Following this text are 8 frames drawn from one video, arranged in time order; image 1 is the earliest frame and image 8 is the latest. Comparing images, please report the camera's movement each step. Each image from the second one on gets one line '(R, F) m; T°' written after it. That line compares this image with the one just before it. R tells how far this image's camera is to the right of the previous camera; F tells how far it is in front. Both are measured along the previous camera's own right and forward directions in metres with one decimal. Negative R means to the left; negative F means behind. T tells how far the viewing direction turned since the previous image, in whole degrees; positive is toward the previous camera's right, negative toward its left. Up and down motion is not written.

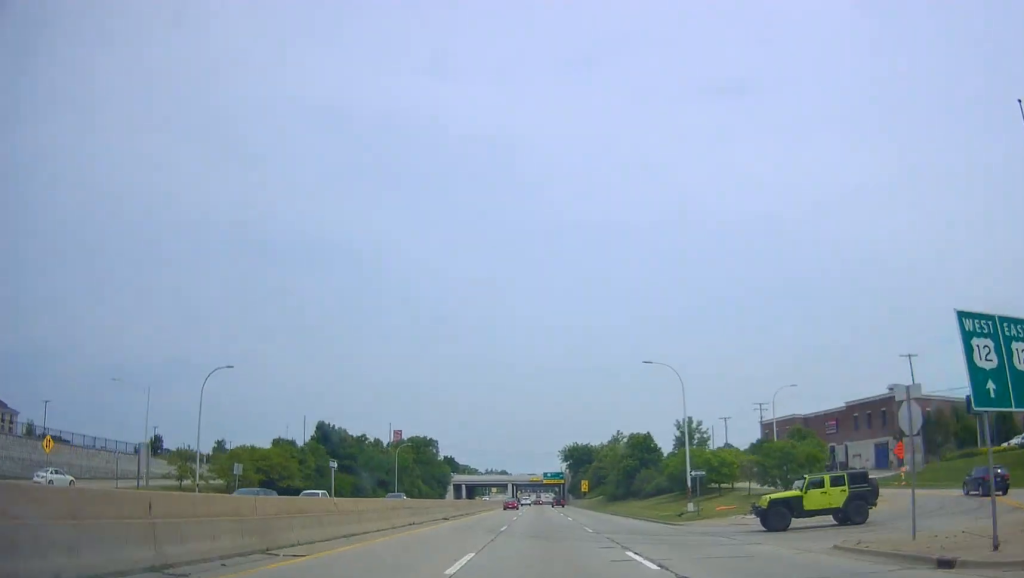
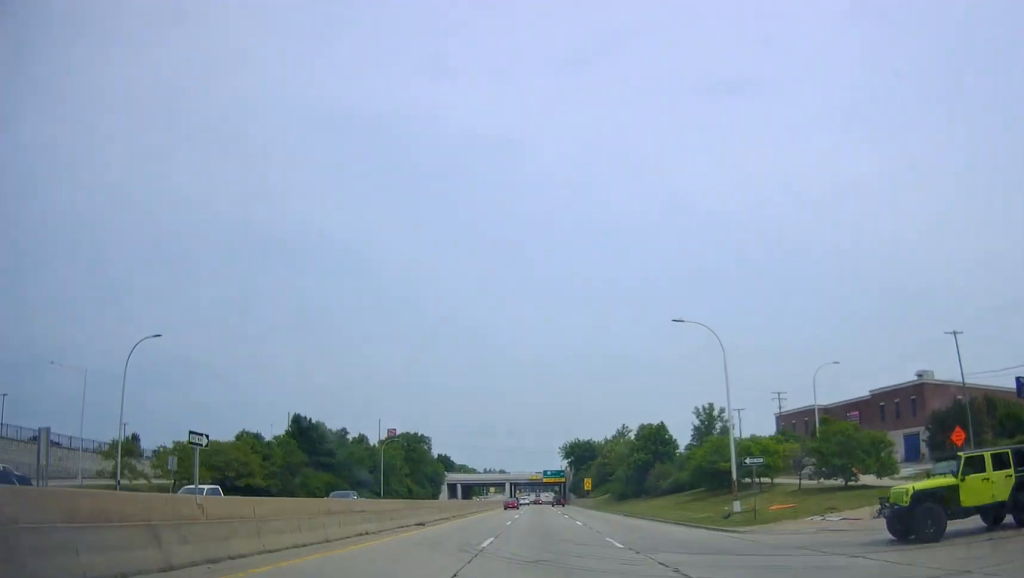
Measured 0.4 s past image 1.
(+0.5, +9.4) m; 0°
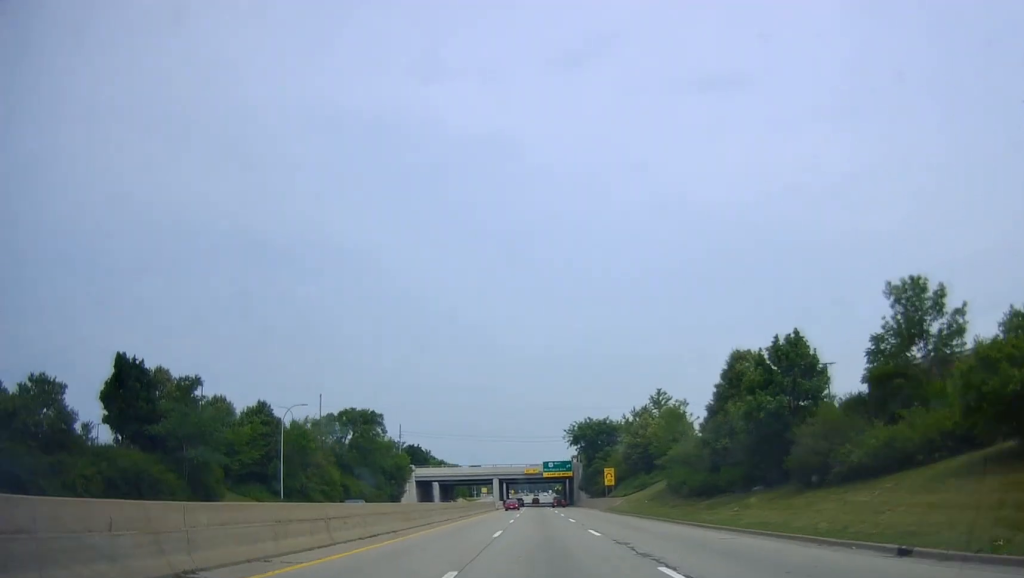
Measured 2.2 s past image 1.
(-1.6, +37.9) m; -2°
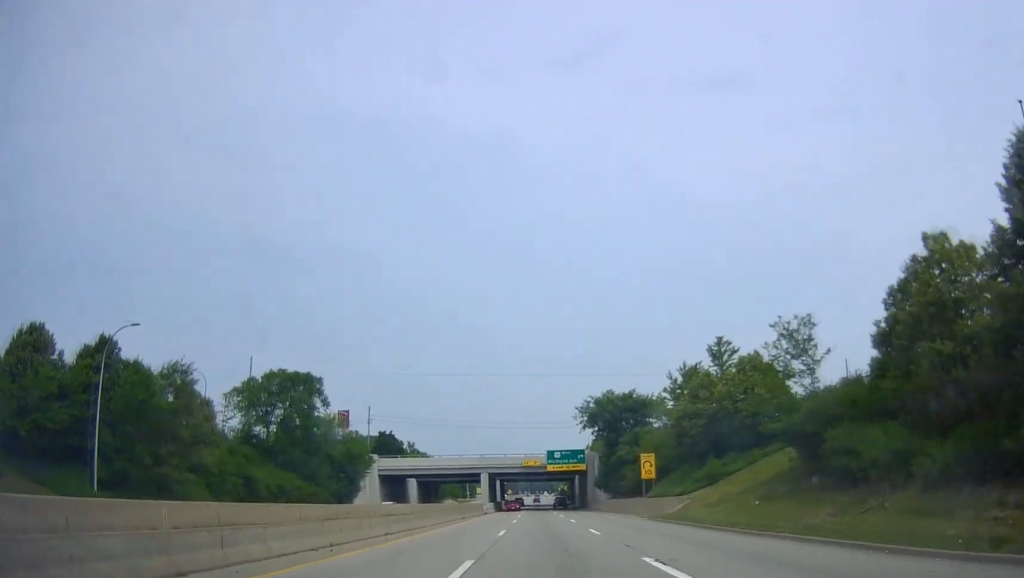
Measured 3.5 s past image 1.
(+0.2, +28.0) m; 0°
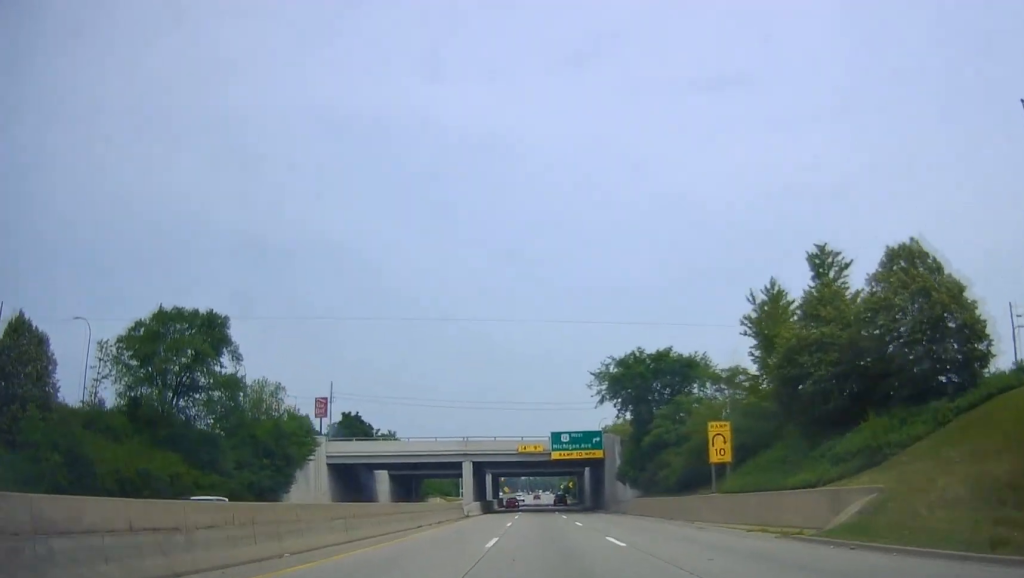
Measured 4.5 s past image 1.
(0.0, +22.1) m; -1°
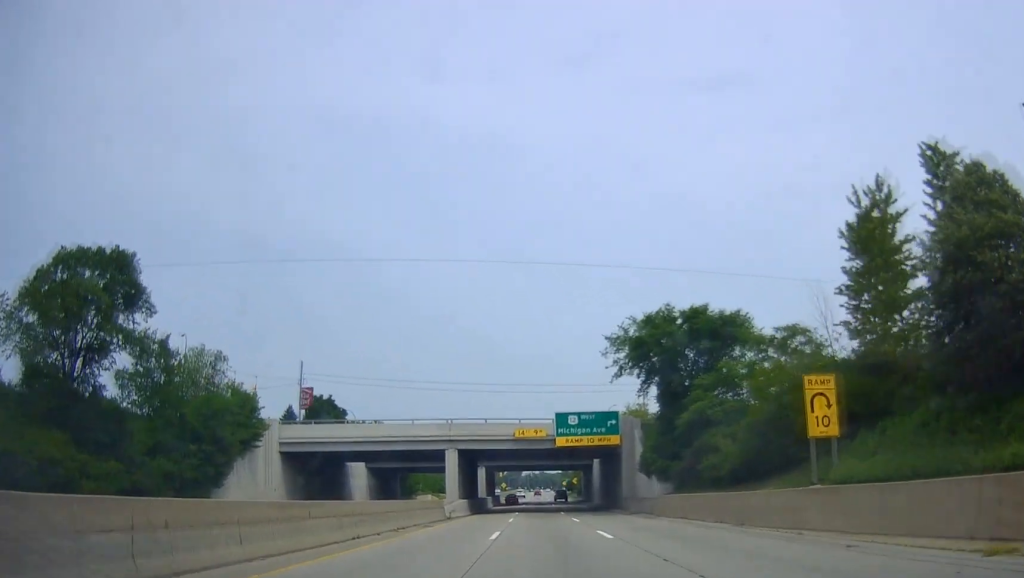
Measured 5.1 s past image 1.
(-0.3, +12.9) m; 0°
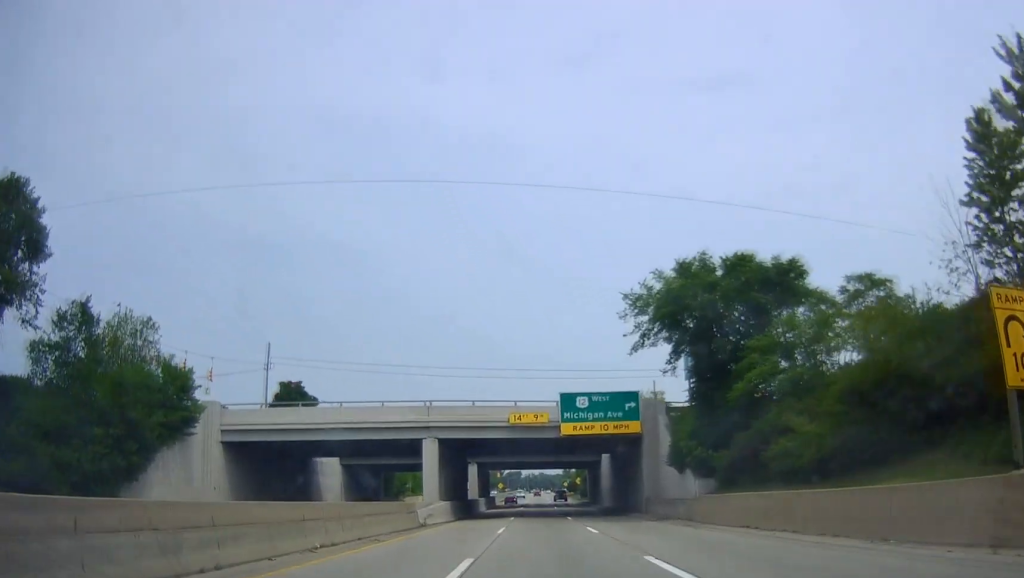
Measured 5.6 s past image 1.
(-0.1, +10.7) m; 0°
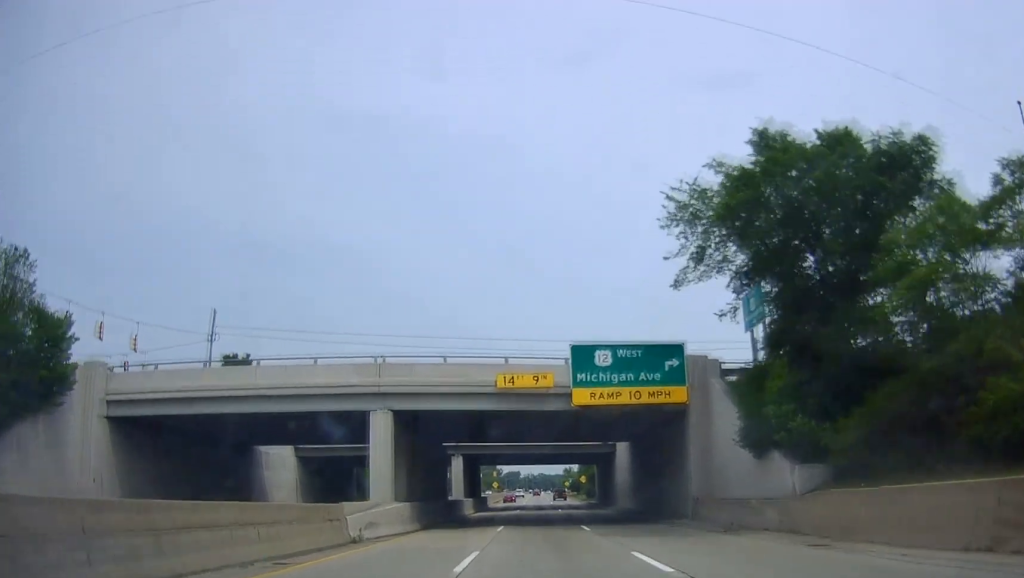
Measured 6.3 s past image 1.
(+0.2, +13.7) m; +1°
